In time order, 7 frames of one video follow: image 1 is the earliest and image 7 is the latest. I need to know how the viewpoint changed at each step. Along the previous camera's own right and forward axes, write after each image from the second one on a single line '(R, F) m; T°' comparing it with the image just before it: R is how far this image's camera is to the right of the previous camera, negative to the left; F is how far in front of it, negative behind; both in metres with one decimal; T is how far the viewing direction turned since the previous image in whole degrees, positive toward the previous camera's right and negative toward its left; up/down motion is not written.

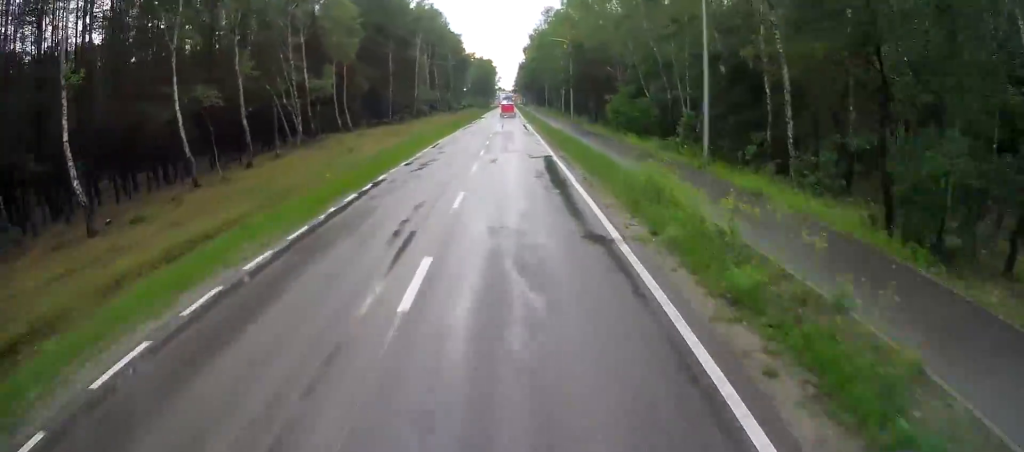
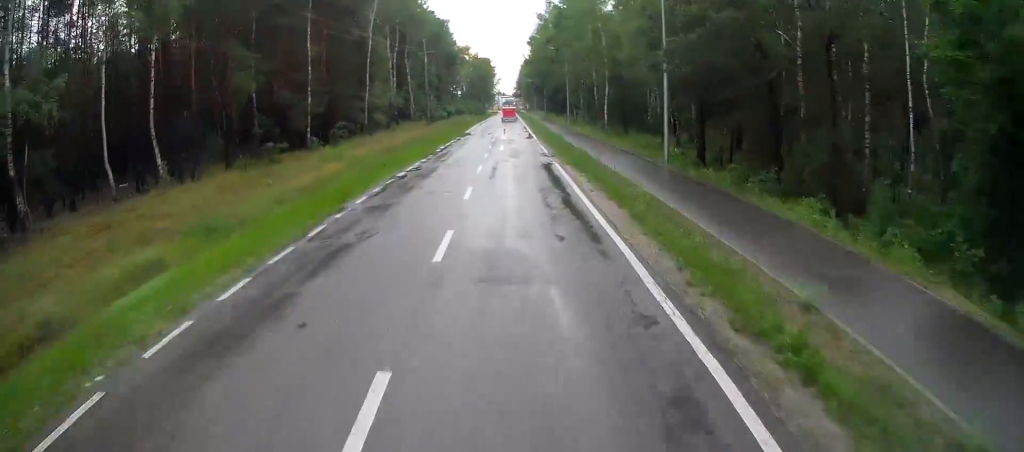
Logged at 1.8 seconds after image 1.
(+0.4, +33.1) m; 0°
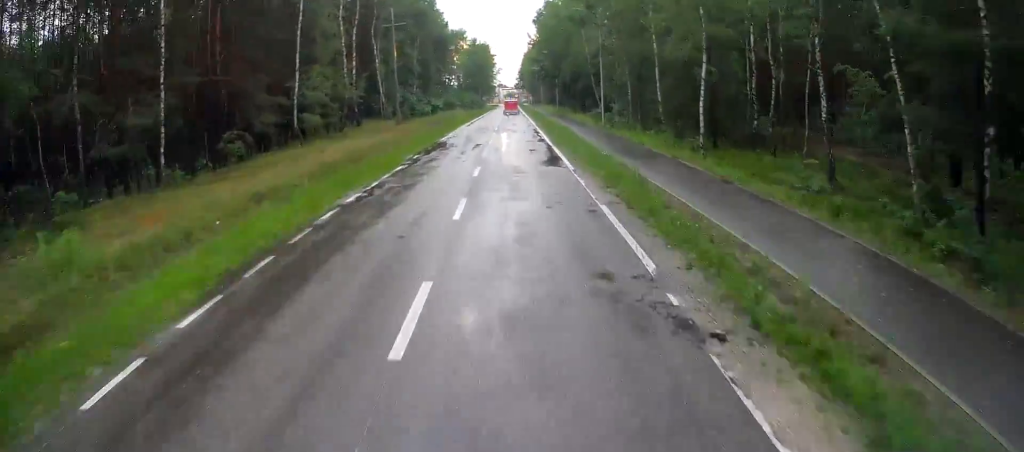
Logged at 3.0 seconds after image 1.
(-0.4, +21.4) m; -1°
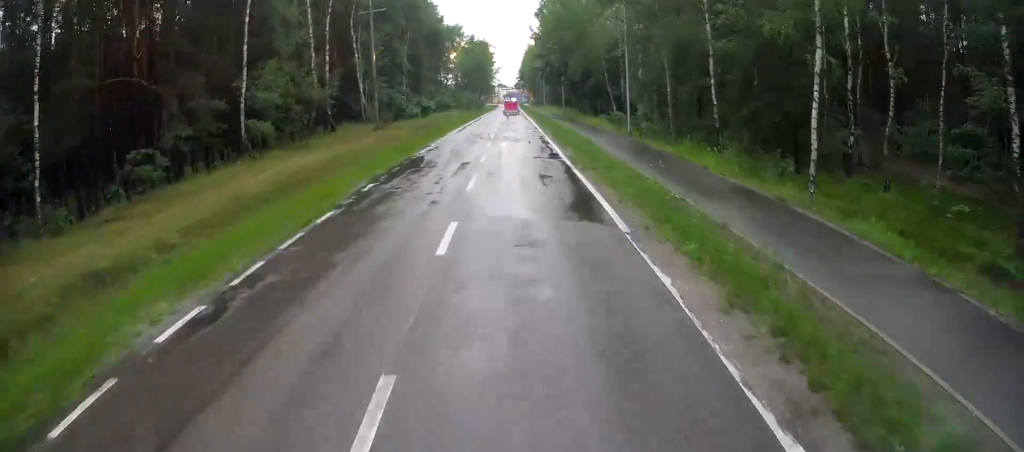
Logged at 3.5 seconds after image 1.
(+0.1, +8.5) m; 0°
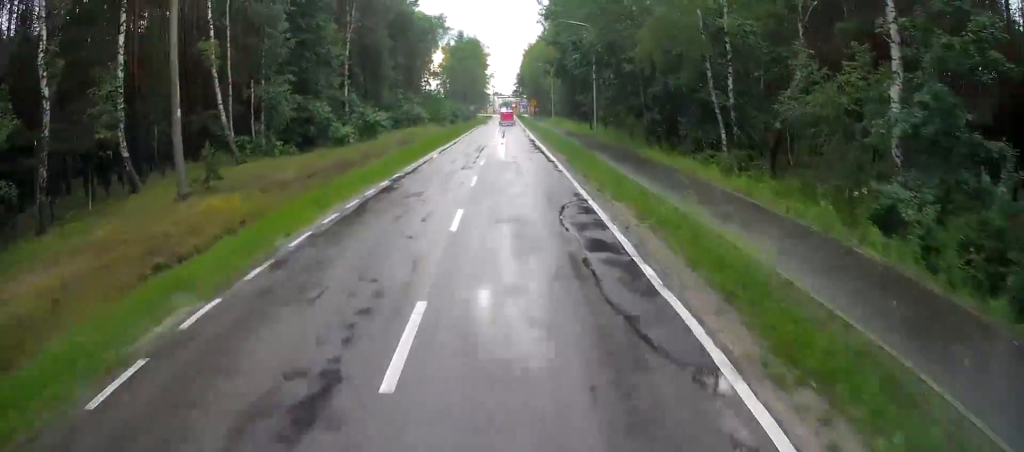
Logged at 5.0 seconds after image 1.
(0.0, +27.5) m; +1°
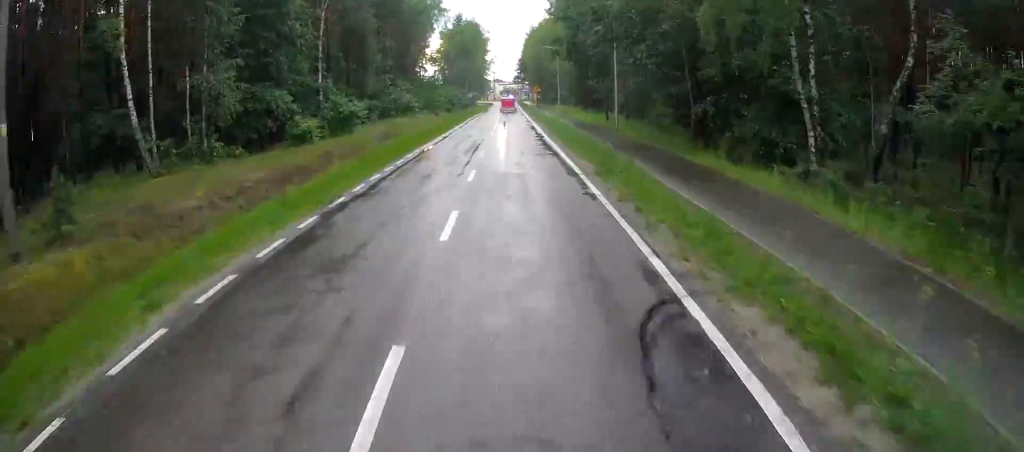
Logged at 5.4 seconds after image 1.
(0.0, +7.6) m; +1°
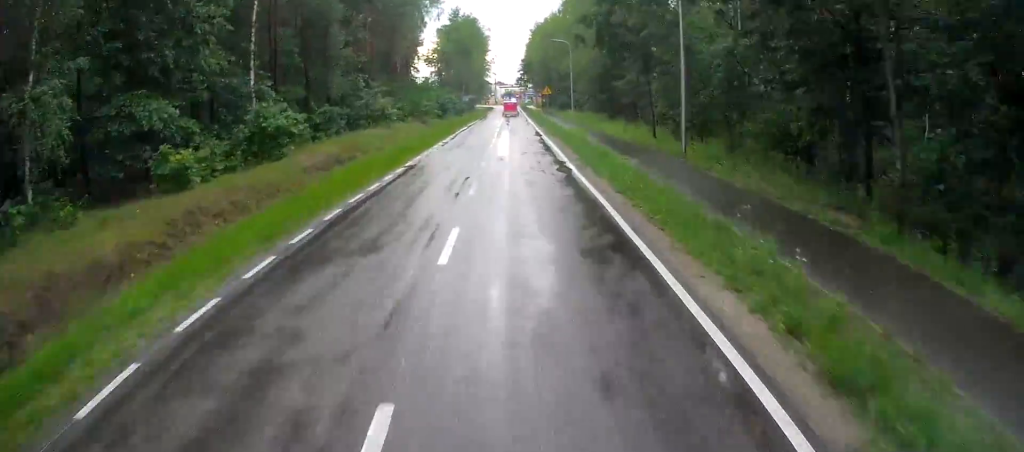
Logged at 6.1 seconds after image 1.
(+0.2, +12.9) m; 0°
